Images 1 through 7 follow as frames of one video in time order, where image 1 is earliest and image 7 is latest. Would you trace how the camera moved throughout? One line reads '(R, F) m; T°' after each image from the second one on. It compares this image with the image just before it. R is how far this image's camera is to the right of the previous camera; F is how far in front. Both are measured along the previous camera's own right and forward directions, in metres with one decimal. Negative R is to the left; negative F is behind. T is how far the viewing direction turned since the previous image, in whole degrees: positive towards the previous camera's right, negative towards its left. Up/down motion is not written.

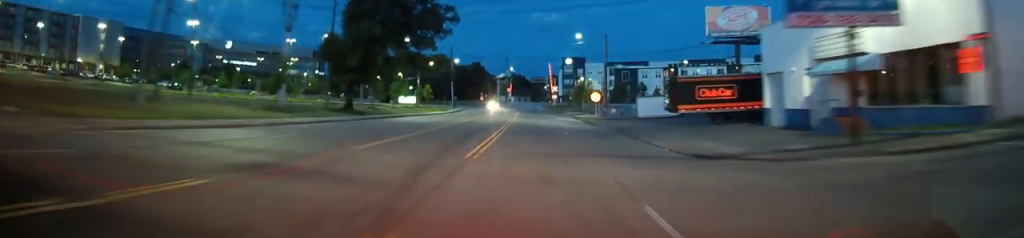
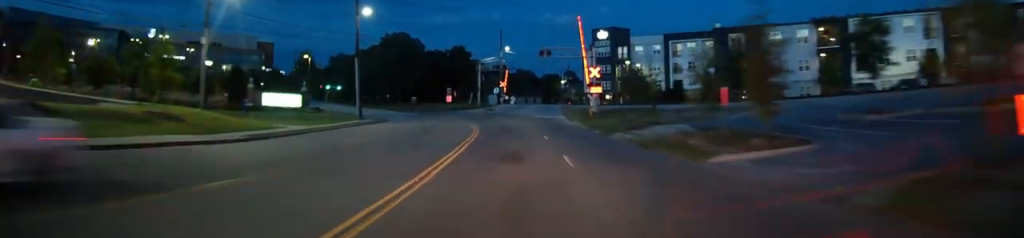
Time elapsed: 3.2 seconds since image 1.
(-0.7, +79.3) m; -1°
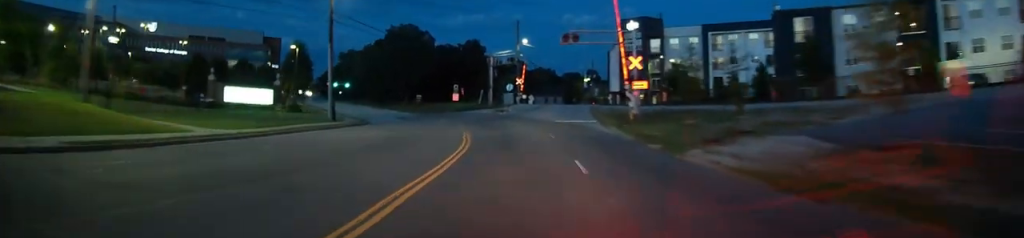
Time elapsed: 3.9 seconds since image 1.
(+0.1, +14.4) m; -2°
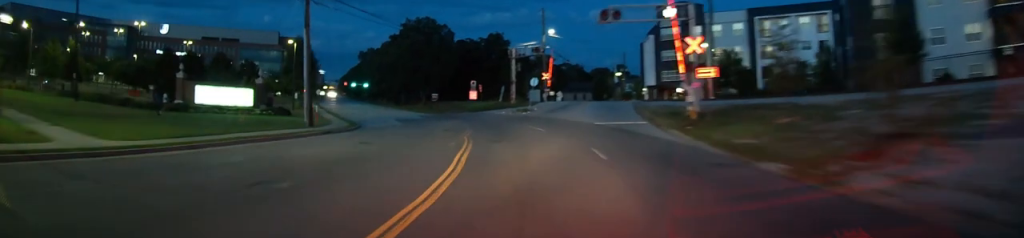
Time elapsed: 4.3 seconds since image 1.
(0.0, +10.0) m; -2°
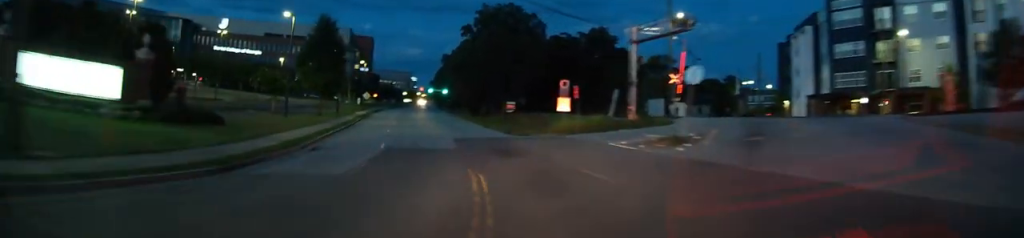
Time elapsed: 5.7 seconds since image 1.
(-2.6, +29.5) m; -10°
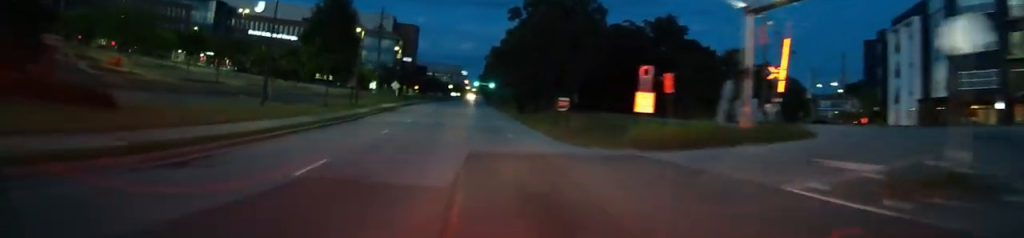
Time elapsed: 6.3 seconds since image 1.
(-0.5, +13.2) m; -5°
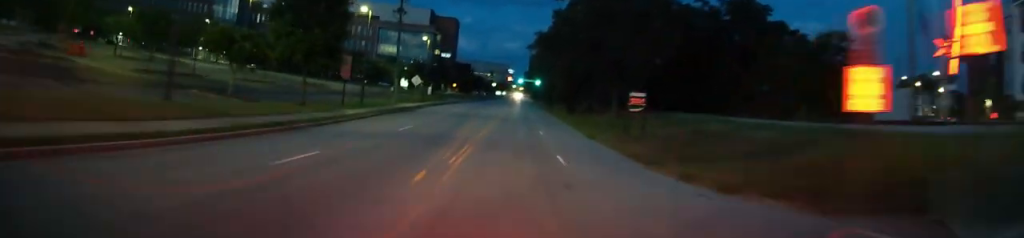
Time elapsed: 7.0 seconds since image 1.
(-0.7, +15.2) m; -5°
